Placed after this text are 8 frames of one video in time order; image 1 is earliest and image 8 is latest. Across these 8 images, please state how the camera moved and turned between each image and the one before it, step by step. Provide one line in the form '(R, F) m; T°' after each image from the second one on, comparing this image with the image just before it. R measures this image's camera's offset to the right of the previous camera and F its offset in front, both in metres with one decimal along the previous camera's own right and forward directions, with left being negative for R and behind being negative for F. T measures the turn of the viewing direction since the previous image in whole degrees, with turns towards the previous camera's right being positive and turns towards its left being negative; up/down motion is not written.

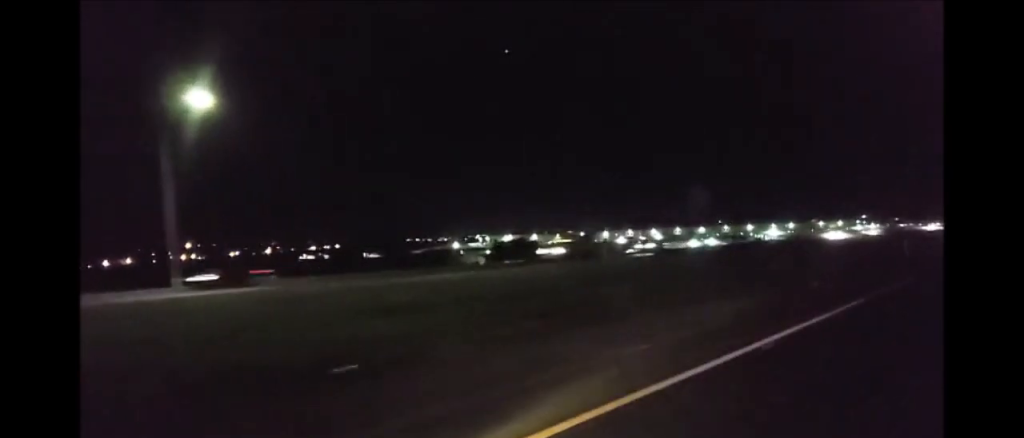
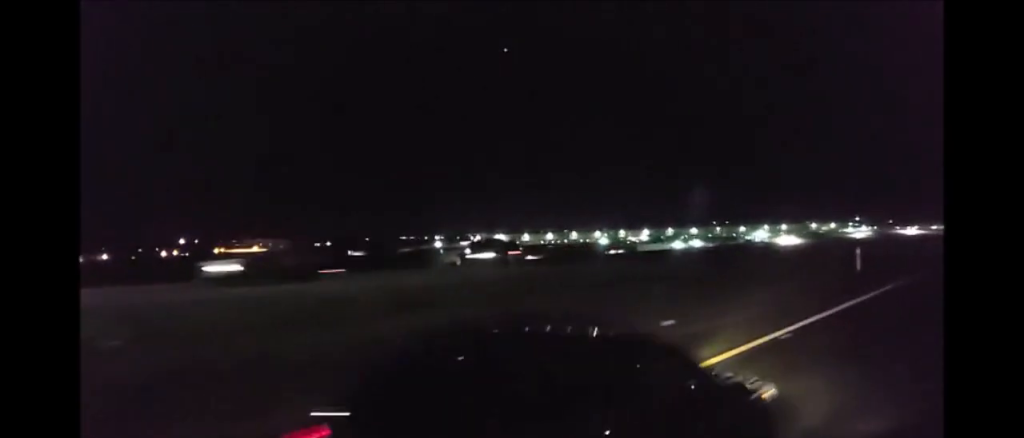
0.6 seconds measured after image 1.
(-0.3, +13.1) m; 0°
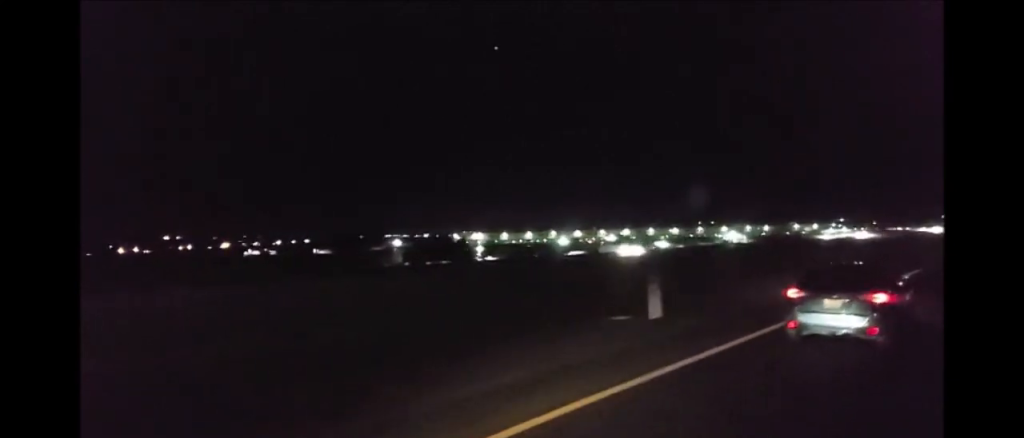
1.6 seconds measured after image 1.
(+0.1, +23.0) m; +1°
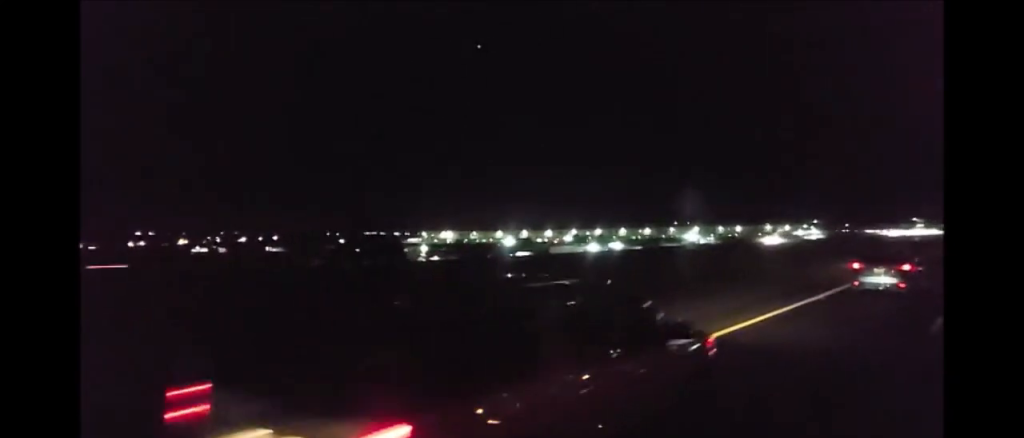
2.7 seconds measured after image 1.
(+0.3, +25.6) m; +1°
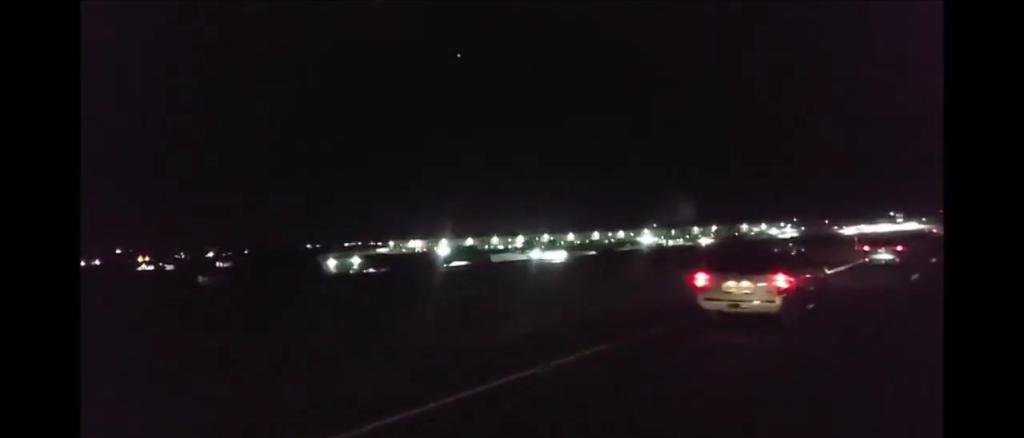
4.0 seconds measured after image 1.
(0.0, +29.8) m; +2°
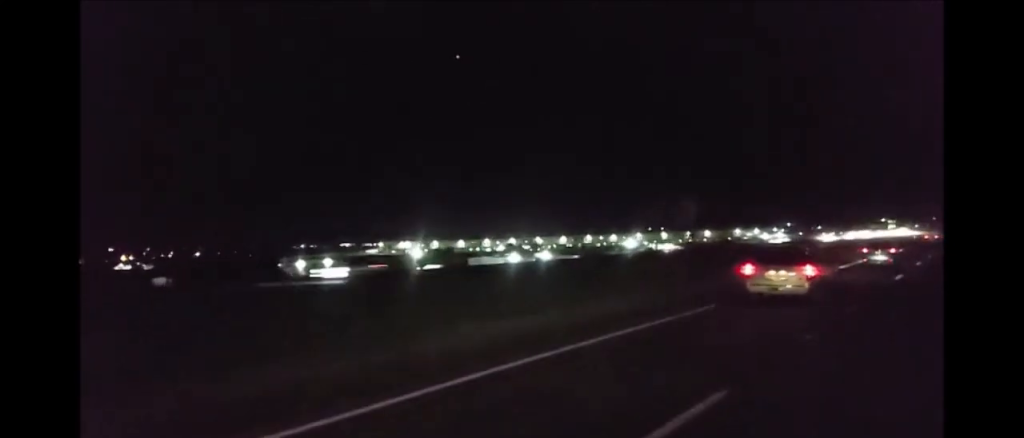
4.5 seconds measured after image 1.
(+0.3, +10.8) m; +1°
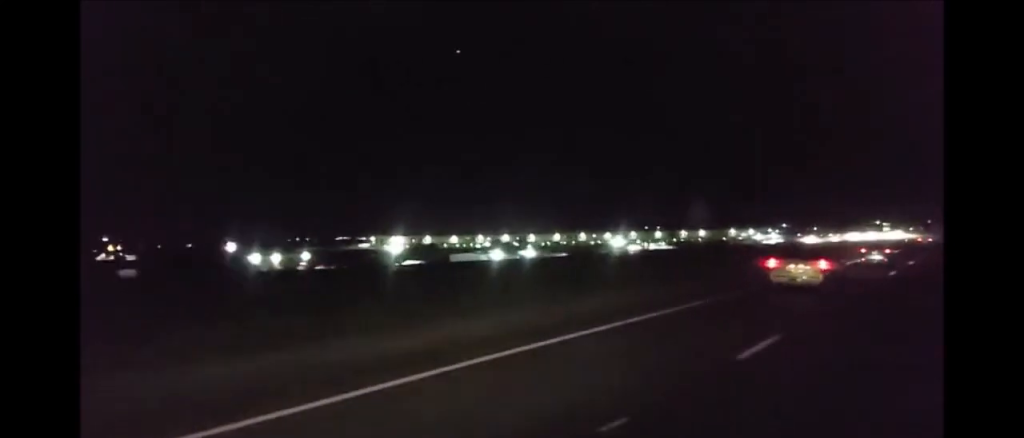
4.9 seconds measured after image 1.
(+0.2, +8.7) m; +1°
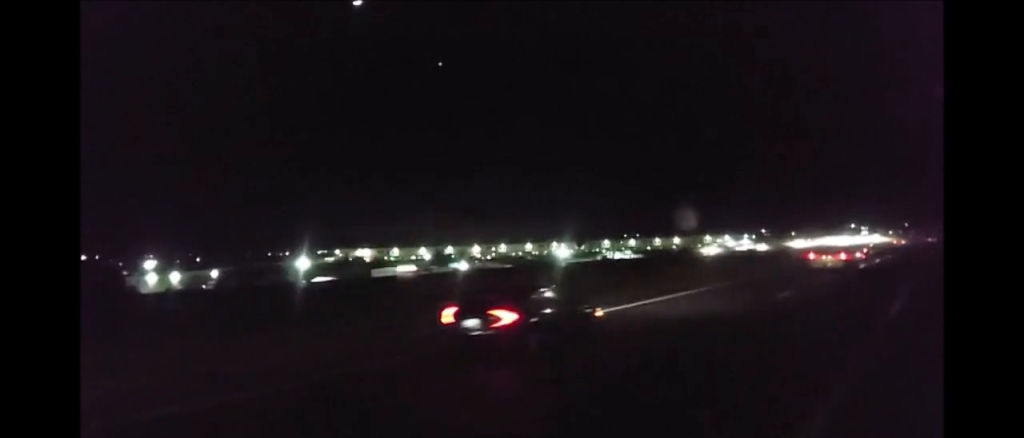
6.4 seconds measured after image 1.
(-0.1, +29.2) m; -1°
